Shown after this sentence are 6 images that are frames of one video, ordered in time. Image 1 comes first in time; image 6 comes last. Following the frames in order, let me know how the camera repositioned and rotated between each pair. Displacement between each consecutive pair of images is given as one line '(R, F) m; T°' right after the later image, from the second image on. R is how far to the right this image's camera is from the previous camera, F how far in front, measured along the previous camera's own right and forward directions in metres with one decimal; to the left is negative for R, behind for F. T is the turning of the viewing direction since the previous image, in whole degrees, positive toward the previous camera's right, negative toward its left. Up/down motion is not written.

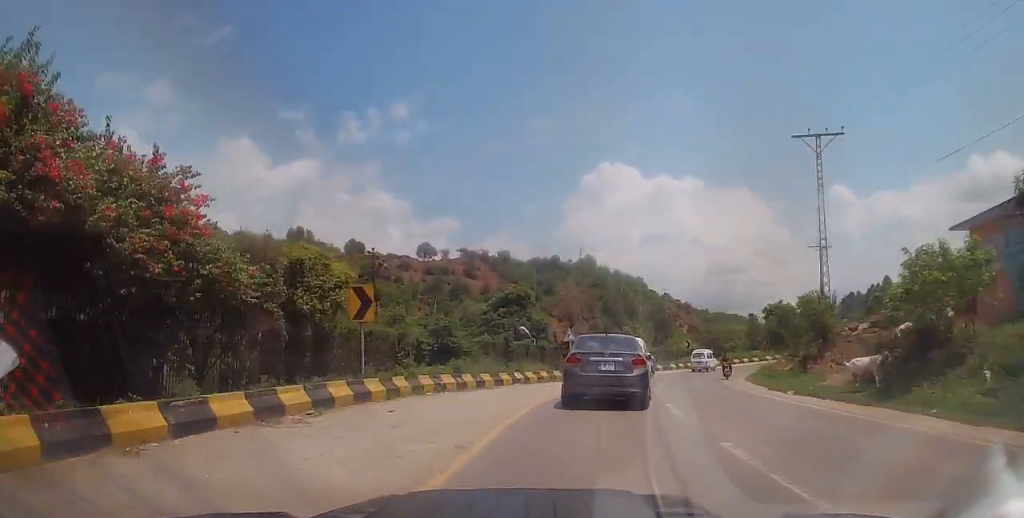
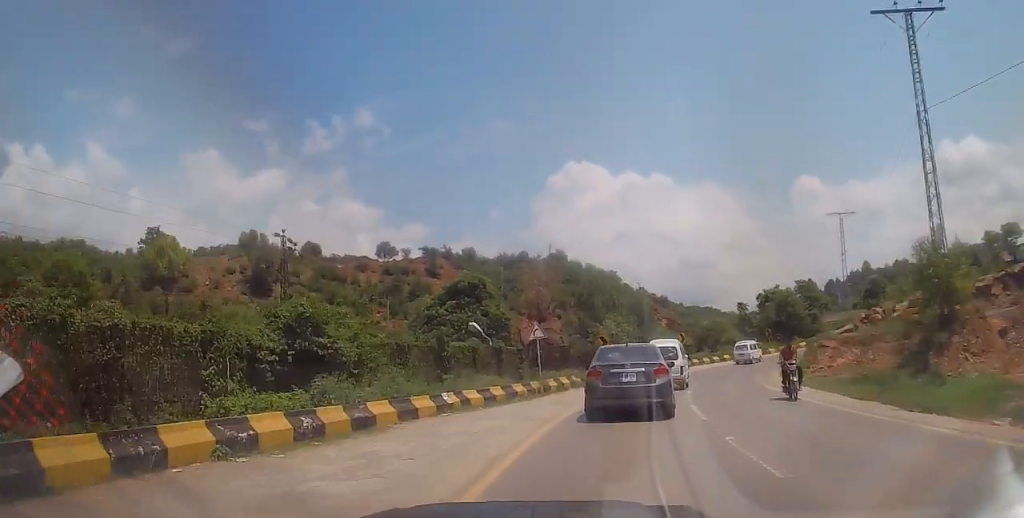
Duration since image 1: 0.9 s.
(+0.3, +11.1) m; +2°
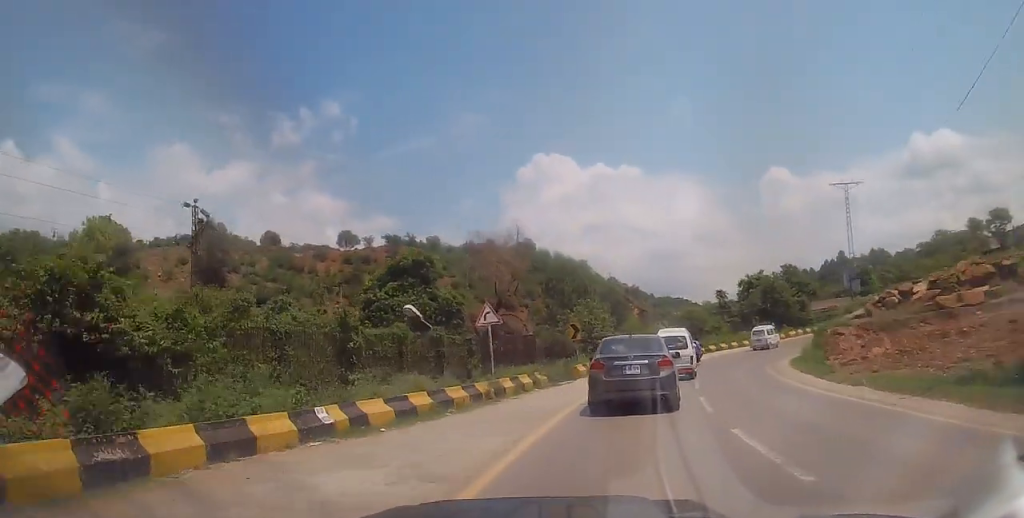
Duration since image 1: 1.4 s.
(+0.1, +6.6) m; +2°
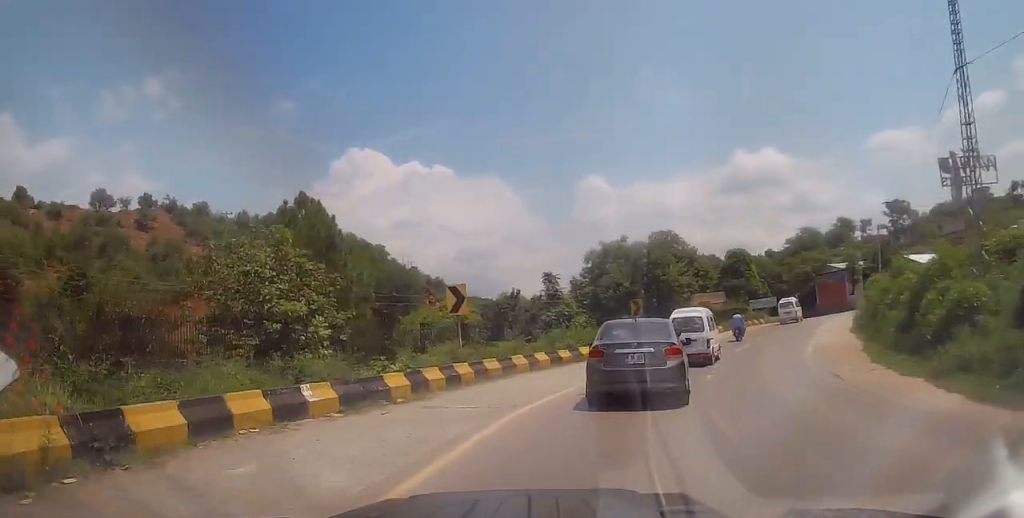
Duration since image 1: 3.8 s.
(+4.7, +28.8) m; +19°
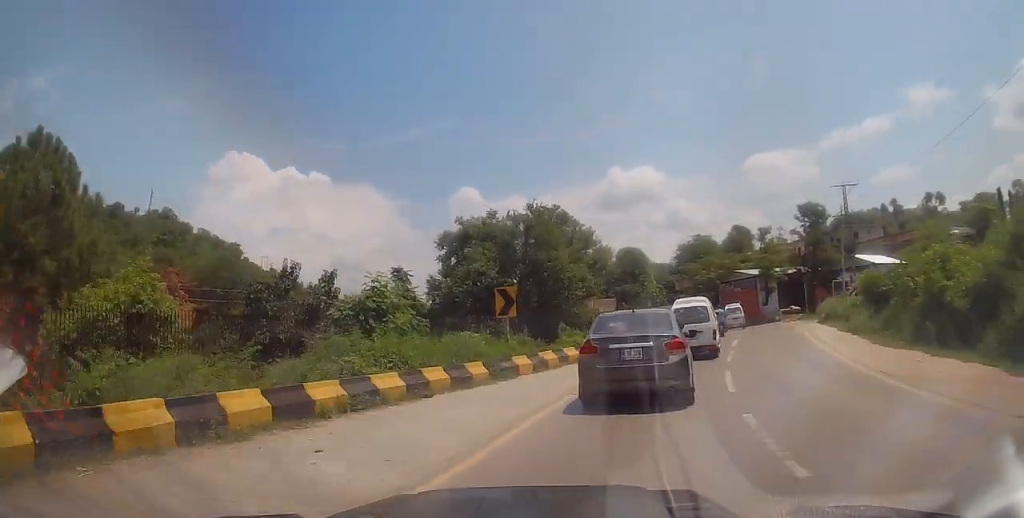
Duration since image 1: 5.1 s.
(+0.8, +14.6) m; +9°
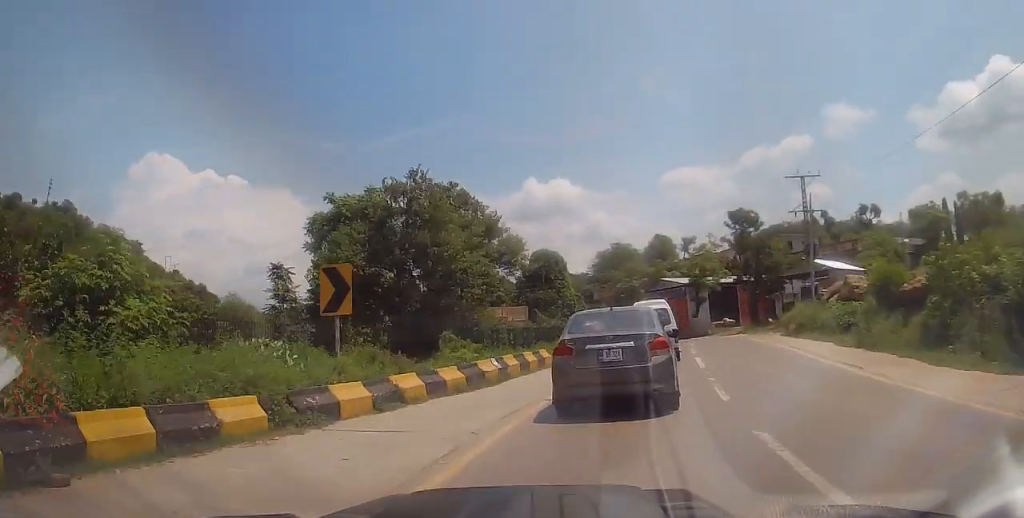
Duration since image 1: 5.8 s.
(+0.6, +7.9) m; +6°
